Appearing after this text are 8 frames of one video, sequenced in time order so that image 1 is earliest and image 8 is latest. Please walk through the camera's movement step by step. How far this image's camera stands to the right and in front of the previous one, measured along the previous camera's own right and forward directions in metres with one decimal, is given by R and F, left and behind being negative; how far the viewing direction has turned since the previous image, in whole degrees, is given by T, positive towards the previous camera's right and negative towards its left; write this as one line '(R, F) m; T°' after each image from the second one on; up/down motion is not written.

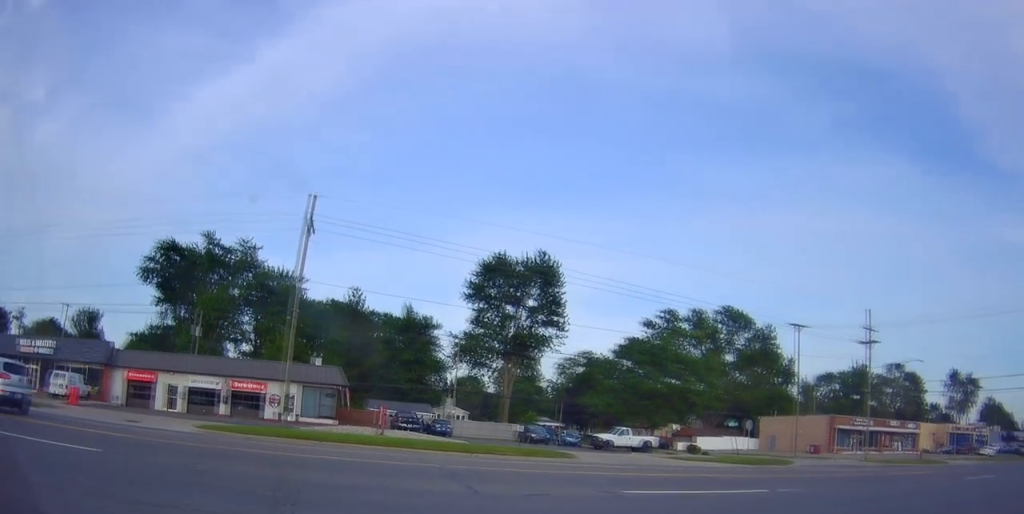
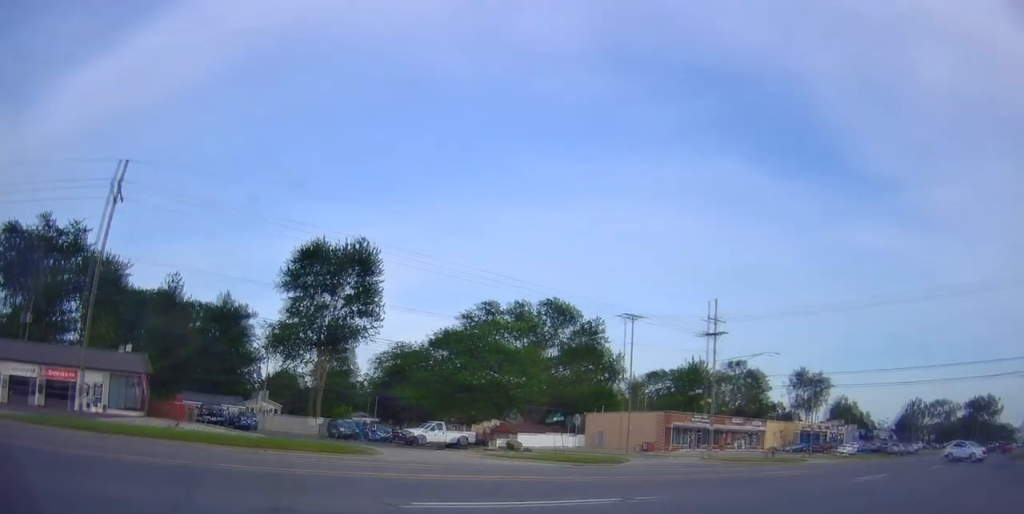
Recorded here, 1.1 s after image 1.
(+0.9, +3.5) m; +25°
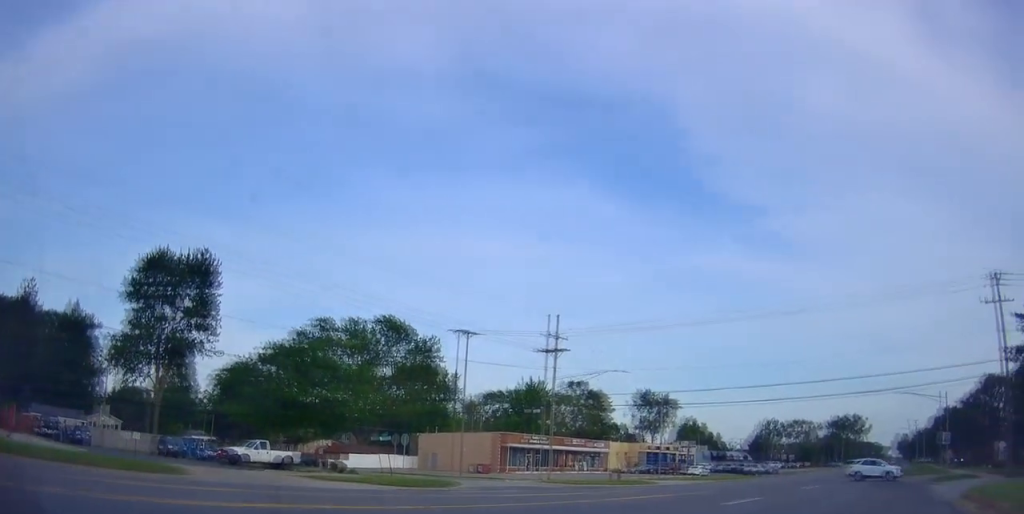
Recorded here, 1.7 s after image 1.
(+0.4, +2.4) m; +14°
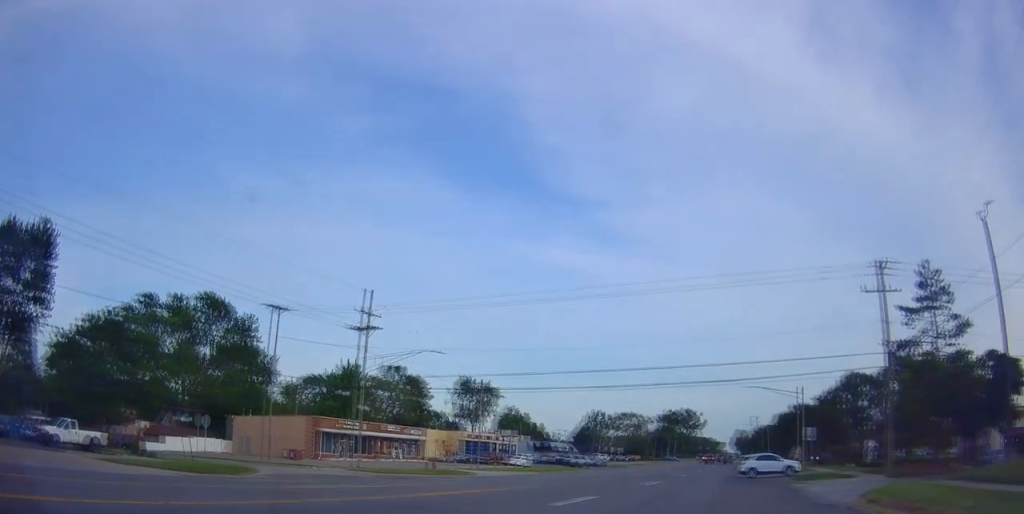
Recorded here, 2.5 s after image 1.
(0.0, +2.9) m; +13°
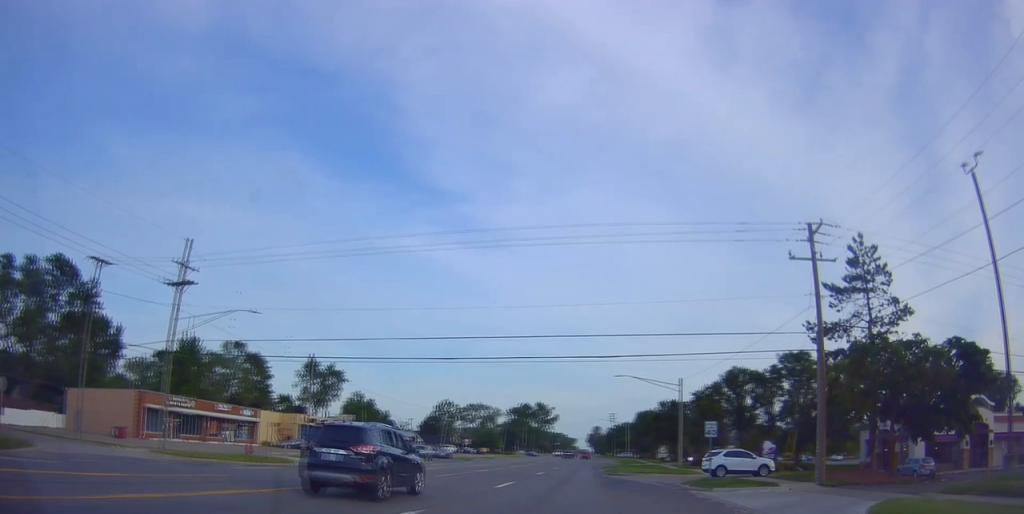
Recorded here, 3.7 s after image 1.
(+1.2, +6.3) m; +13°
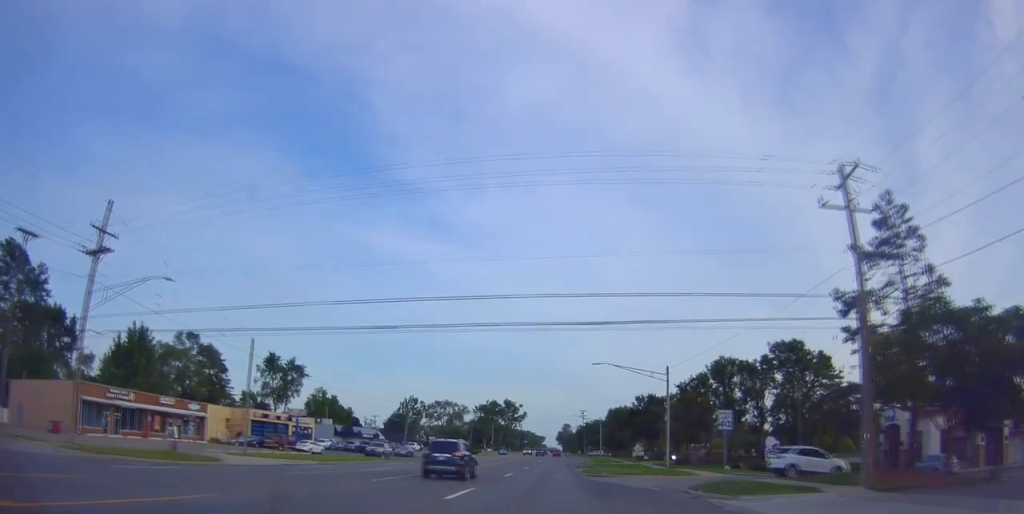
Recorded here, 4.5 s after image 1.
(0.0, +5.2) m; +5°
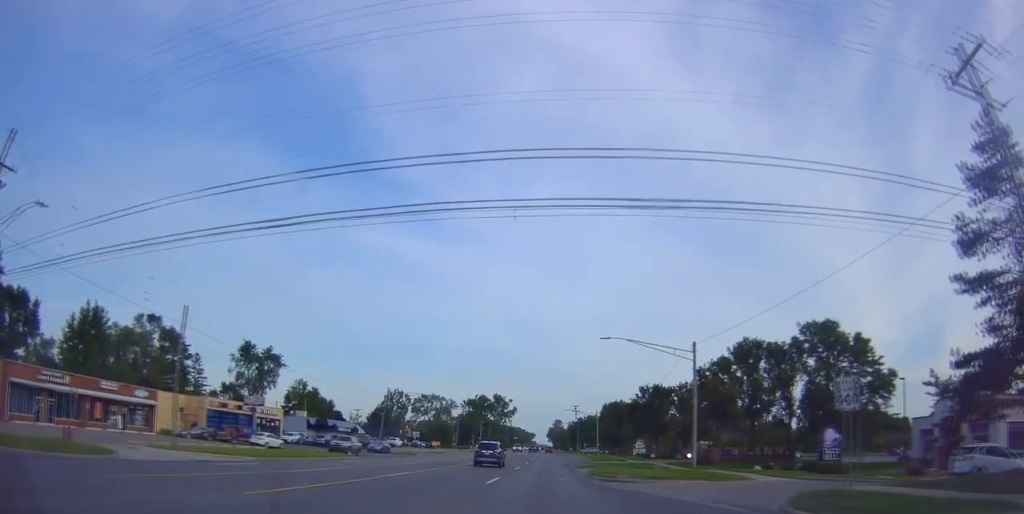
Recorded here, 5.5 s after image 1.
(+0.6, +8.4) m; +2°
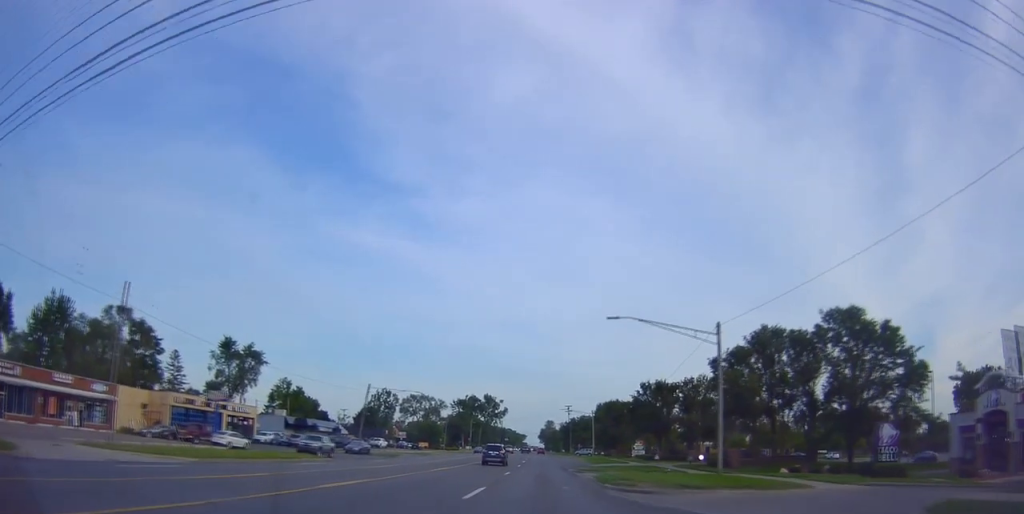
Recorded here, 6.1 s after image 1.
(-0.2, +5.9) m; +2°
